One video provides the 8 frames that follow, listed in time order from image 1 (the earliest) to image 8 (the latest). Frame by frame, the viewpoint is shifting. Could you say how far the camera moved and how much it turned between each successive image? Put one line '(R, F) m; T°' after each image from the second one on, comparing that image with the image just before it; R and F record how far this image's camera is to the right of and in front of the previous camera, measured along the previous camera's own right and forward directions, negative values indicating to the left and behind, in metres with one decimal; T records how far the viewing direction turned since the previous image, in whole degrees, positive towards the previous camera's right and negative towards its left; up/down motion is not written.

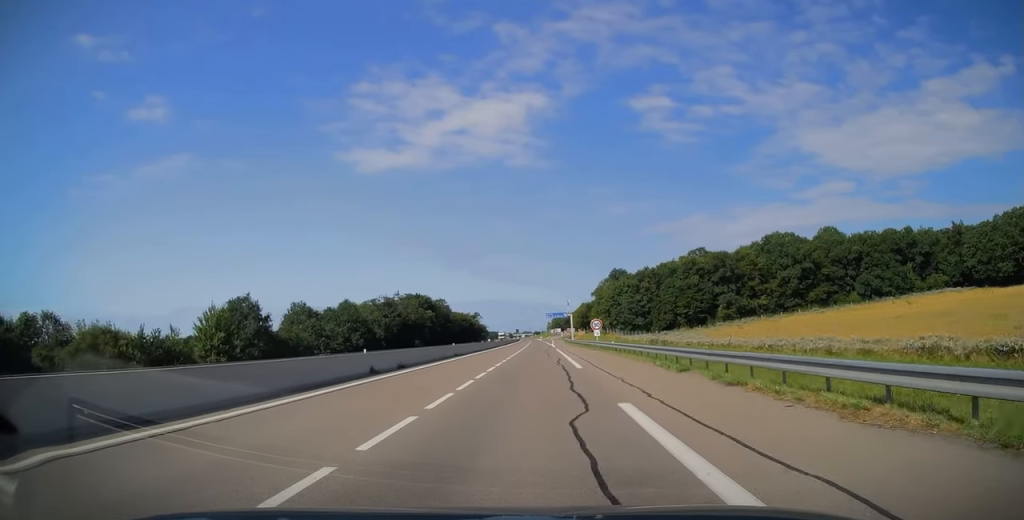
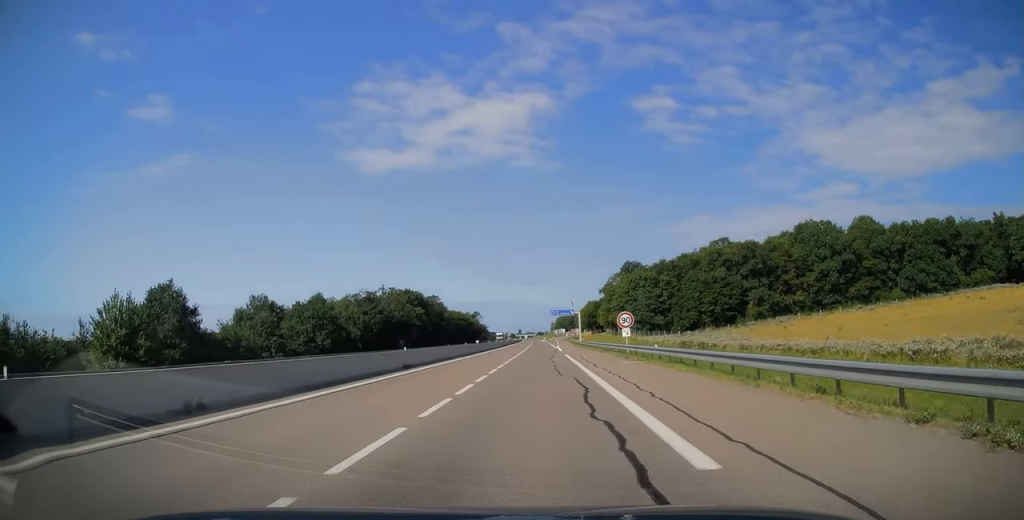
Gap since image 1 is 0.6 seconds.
(+0.3, +18.2) m; 0°
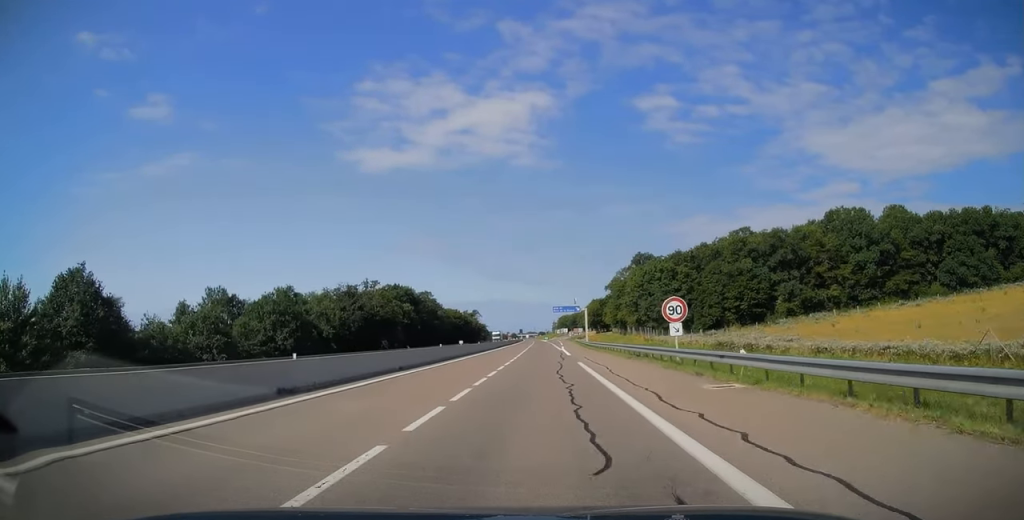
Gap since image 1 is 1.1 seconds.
(-0.2, +14.2) m; 0°
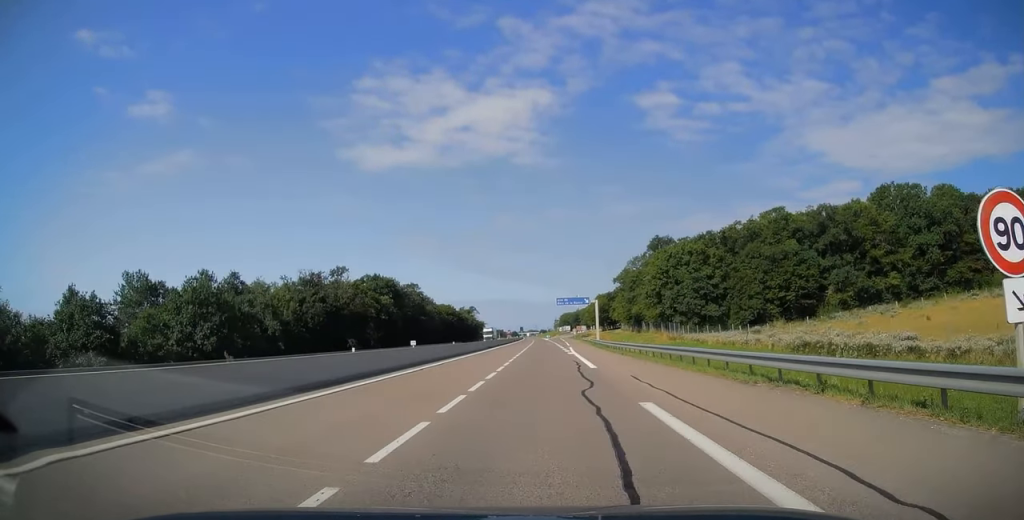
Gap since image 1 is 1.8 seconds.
(-0.2, +19.2) m; 0°
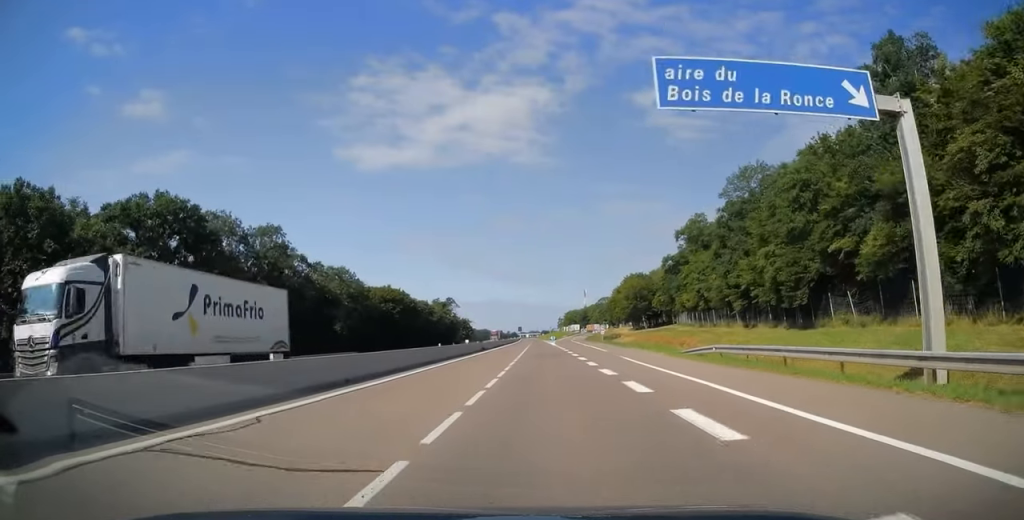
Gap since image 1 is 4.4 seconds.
(+0.6, +79.0) m; +1°
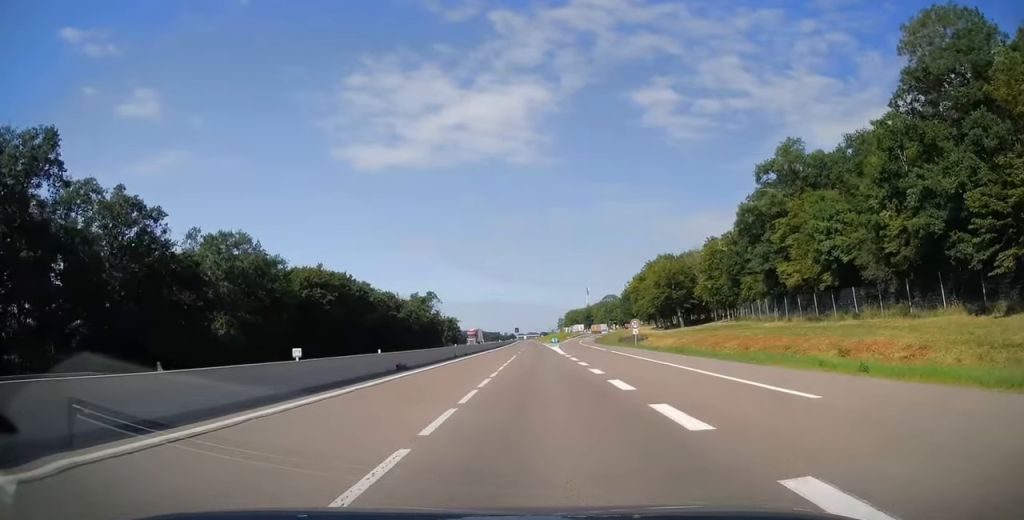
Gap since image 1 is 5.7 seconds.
(-0.3, +37.3) m; -1°
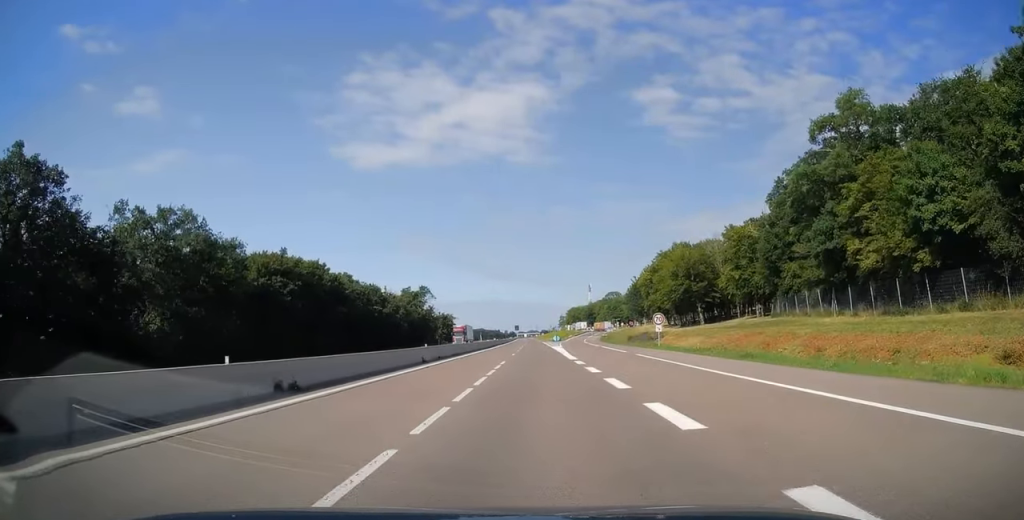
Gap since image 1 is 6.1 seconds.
(0.0, +12.8) m; 0°
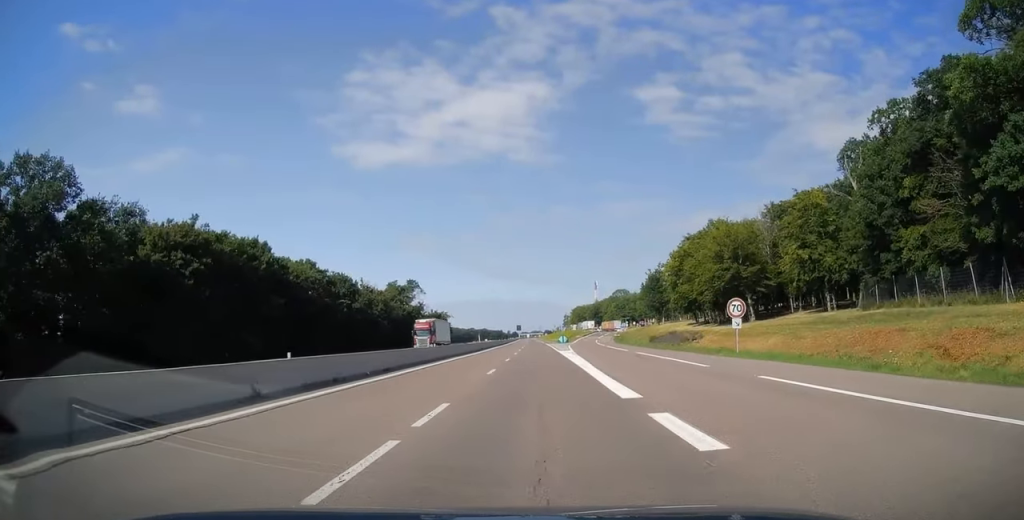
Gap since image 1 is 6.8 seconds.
(0.0, +20.6) m; 0°
